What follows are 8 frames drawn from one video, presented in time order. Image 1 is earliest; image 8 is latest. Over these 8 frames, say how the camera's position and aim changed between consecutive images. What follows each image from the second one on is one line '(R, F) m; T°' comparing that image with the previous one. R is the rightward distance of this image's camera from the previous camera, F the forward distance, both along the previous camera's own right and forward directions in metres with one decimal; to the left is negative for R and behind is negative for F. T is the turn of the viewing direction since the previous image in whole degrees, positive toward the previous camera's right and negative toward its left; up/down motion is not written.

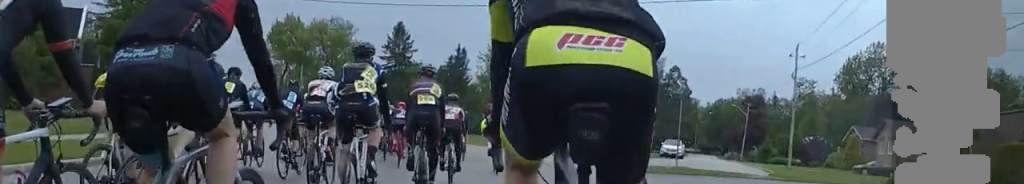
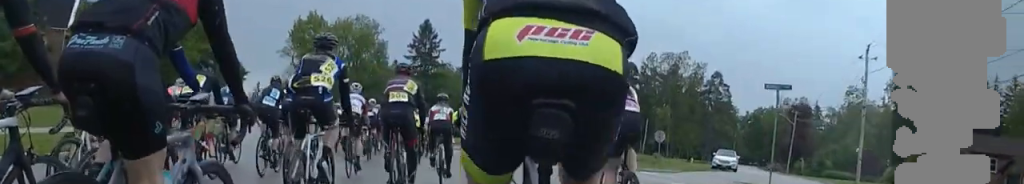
(+0.2, +5.8) m; 0°
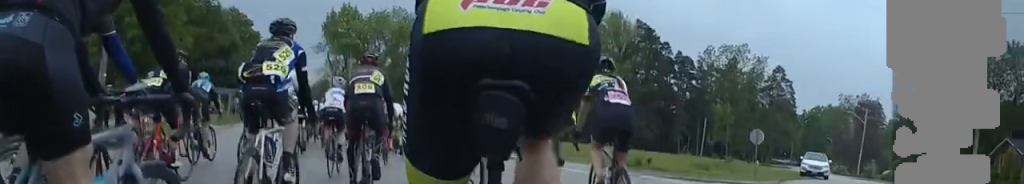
(+0.2, +7.1) m; -3°
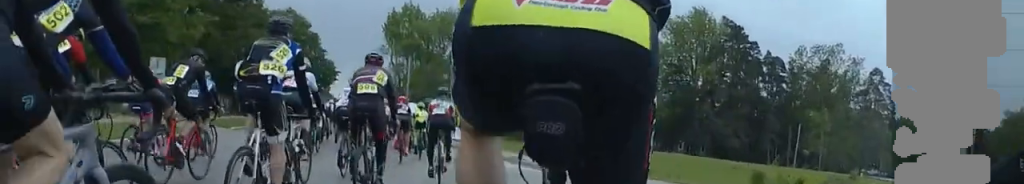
(-0.7, +7.6) m; -2°
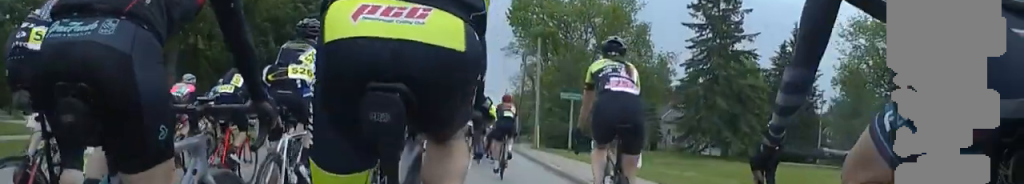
(+2.6, +20.3) m; +3°
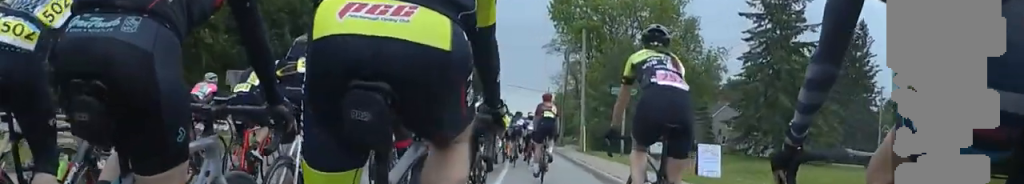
(-0.5, +3.4) m; 0°
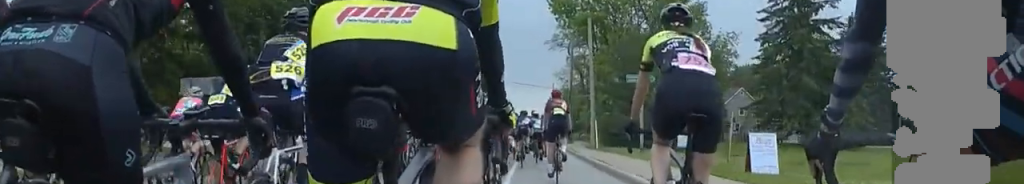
(-0.1, +2.7) m; 0°
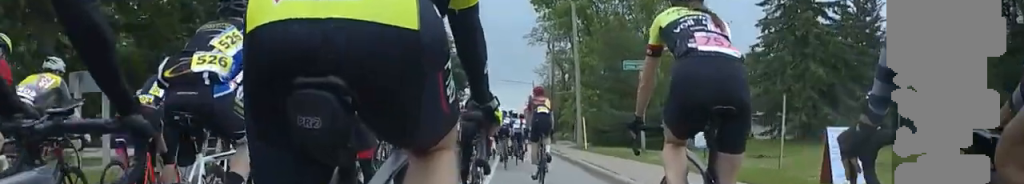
(+0.5, +3.6) m; 0°
